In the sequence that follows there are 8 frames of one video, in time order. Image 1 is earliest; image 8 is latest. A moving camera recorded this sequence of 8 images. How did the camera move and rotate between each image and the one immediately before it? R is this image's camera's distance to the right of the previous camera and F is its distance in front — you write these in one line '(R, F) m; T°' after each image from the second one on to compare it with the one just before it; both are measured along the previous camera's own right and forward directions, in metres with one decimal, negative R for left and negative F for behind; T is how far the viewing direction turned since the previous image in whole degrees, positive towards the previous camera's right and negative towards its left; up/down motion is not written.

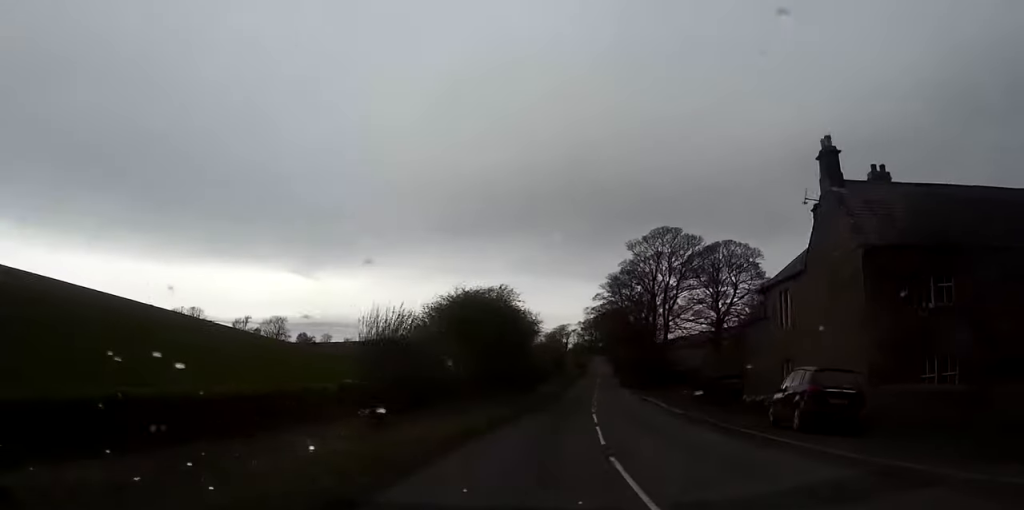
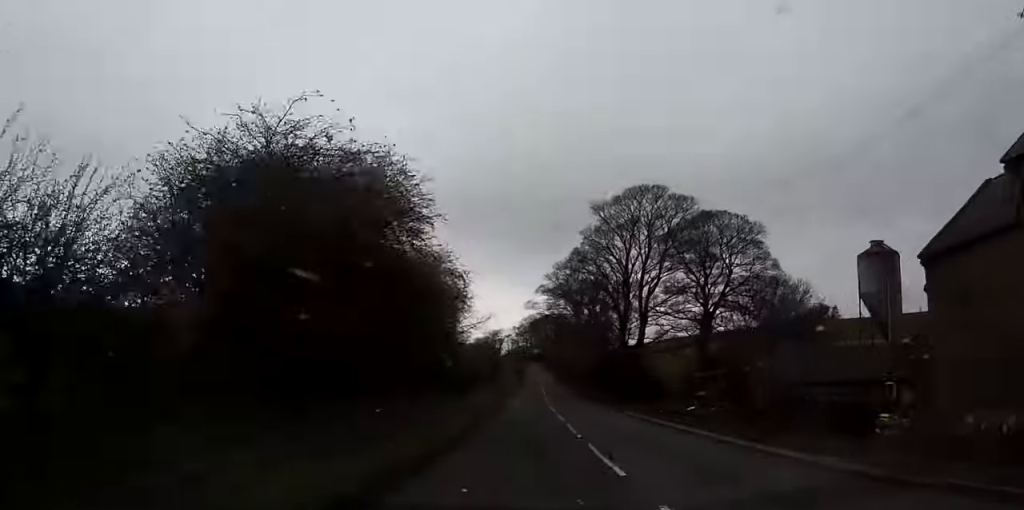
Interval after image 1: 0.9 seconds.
(+1.3, +23.3) m; +5°
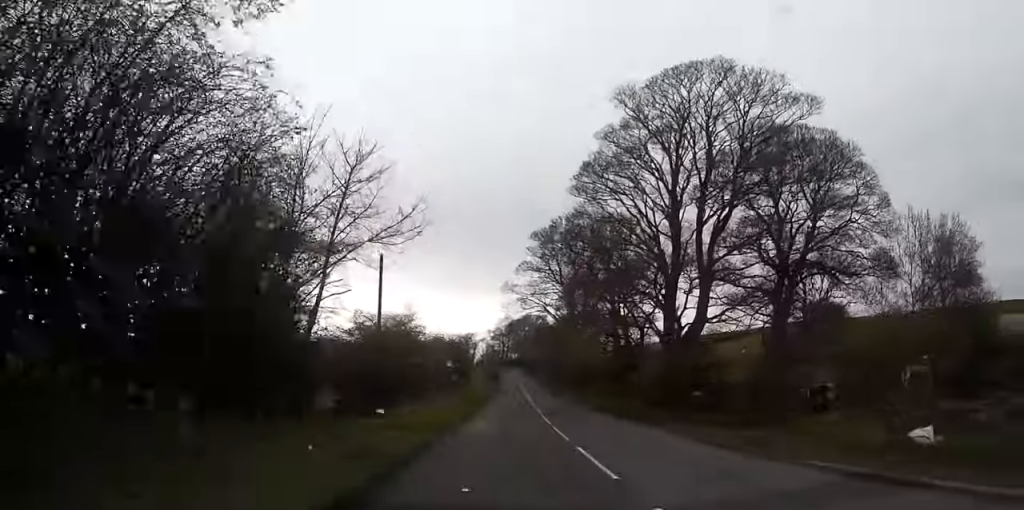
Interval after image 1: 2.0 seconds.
(+1.1, +26.9) m; +3°
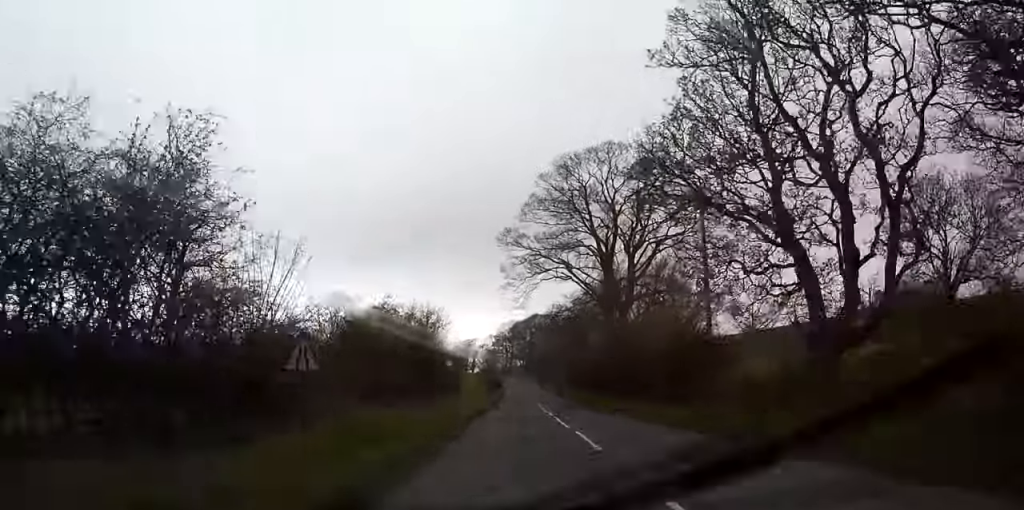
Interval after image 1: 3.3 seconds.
(+0.3, +32.8) m; +1°
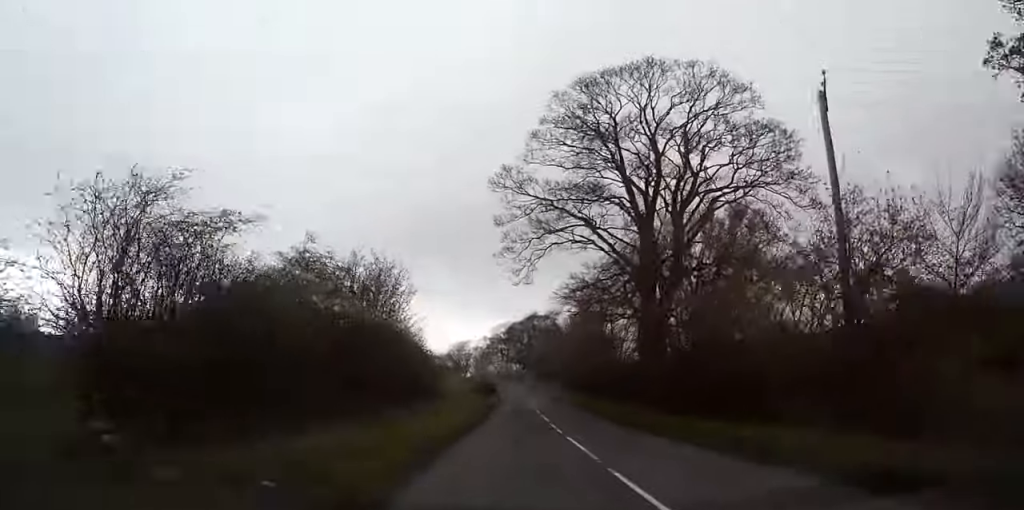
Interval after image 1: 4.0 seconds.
(+0.1, +16.6) m; 0°
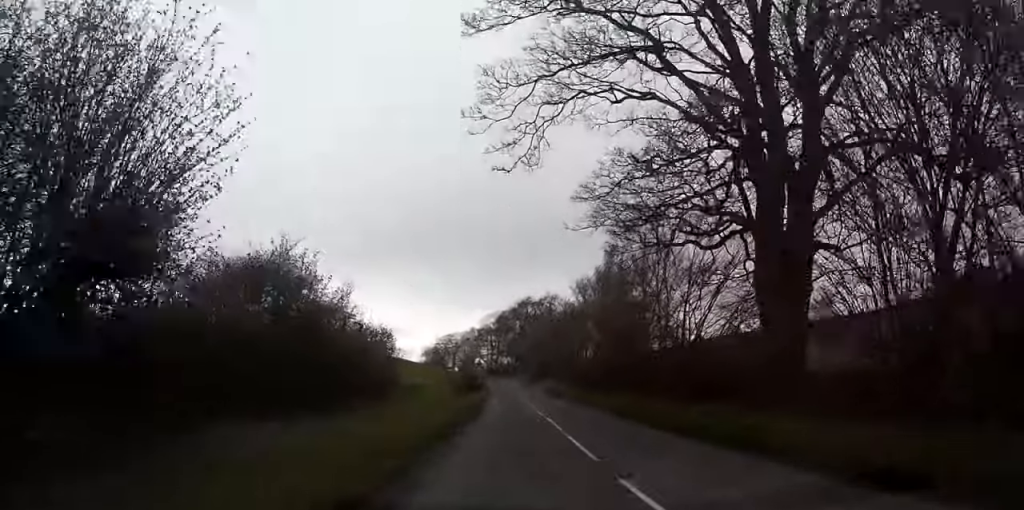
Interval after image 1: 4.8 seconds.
(+0.1, +20.5) m; 0°
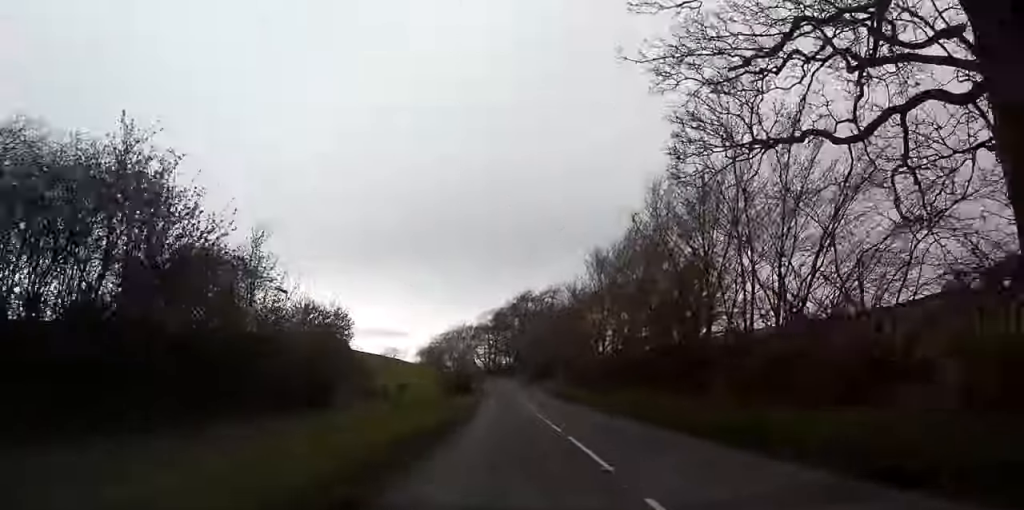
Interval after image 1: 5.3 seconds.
(0.0, +11.4) m; 0°
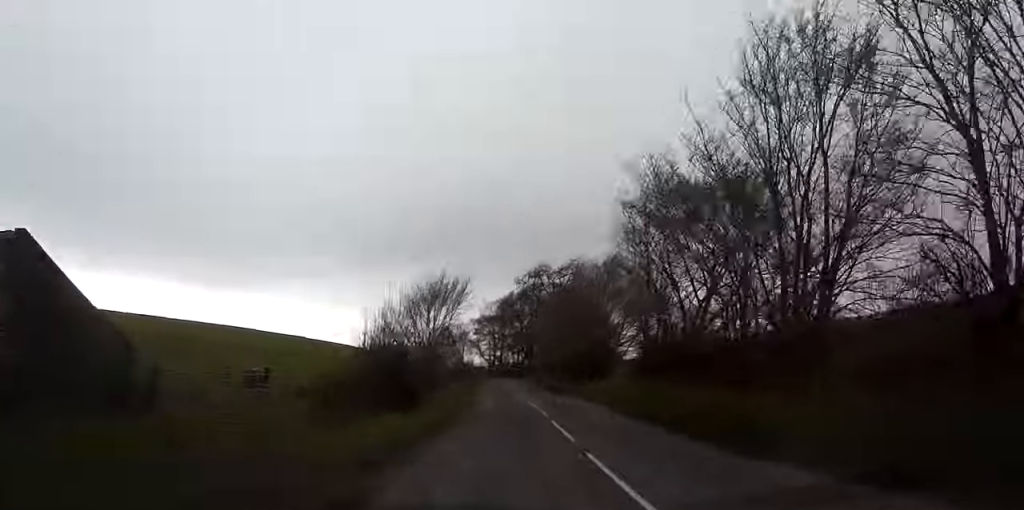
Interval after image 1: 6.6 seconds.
(-0.2, +30.7) m; -1°
